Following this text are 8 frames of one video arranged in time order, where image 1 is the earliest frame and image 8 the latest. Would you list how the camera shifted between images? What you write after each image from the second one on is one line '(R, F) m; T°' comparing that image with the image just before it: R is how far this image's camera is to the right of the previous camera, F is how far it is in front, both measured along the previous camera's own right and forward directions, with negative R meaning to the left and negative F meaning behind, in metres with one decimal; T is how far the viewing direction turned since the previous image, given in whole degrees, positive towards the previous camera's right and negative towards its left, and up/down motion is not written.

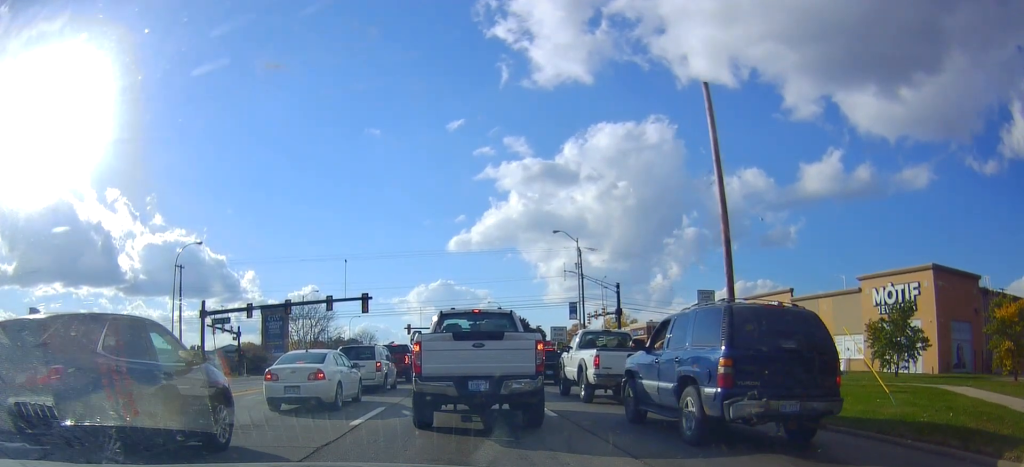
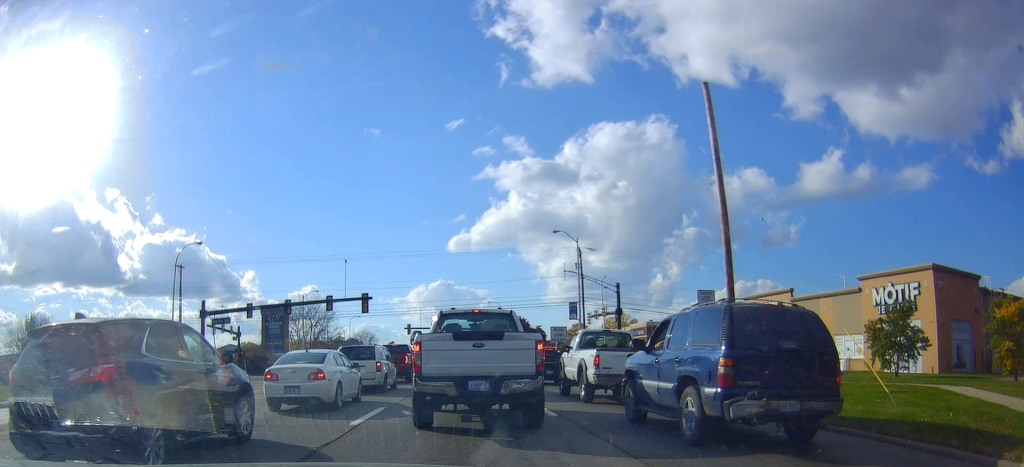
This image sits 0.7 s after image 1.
(0.0, 0.0) m; 0°
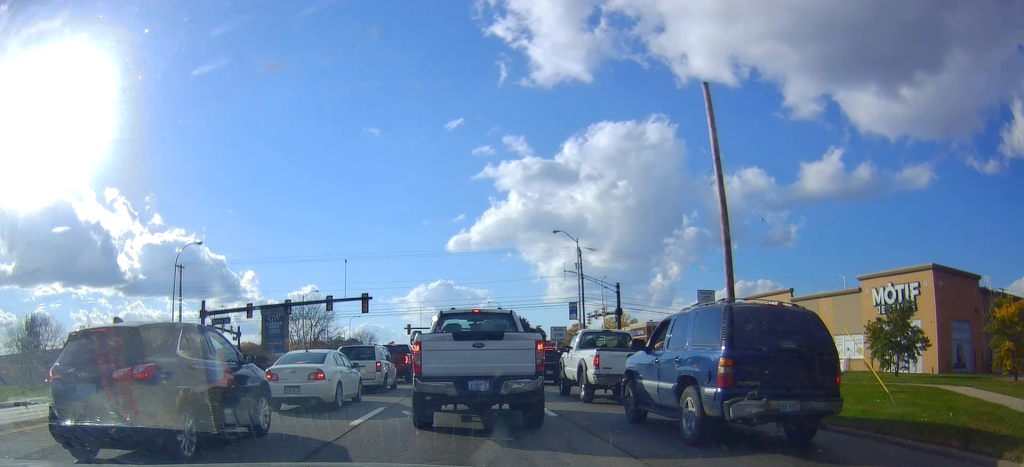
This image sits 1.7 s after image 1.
(0.0, 0.0) m; 0°
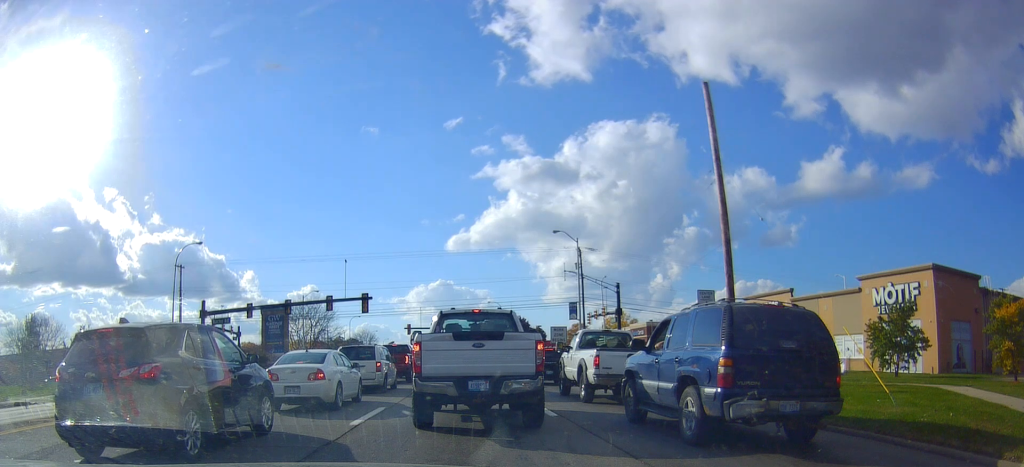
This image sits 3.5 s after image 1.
(0.0, 0.0) m; 0°
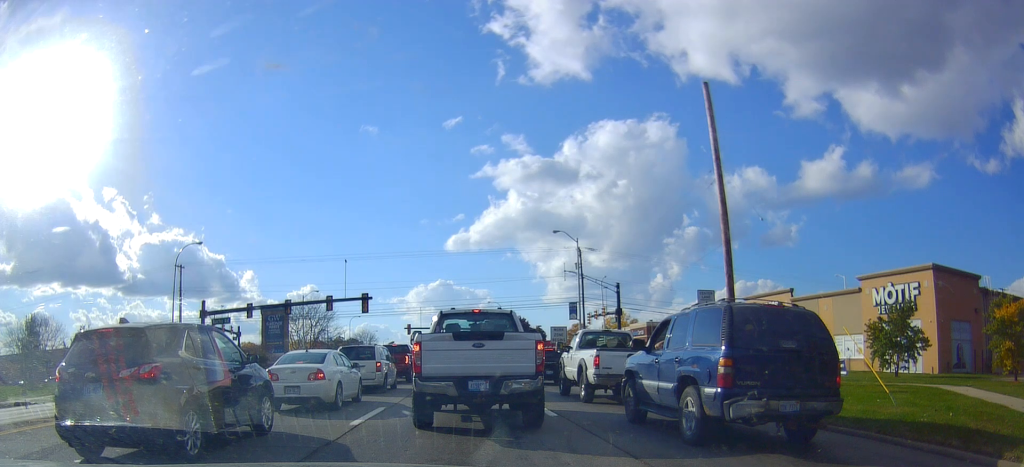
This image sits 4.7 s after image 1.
(0.0, 0.0) m; 0°
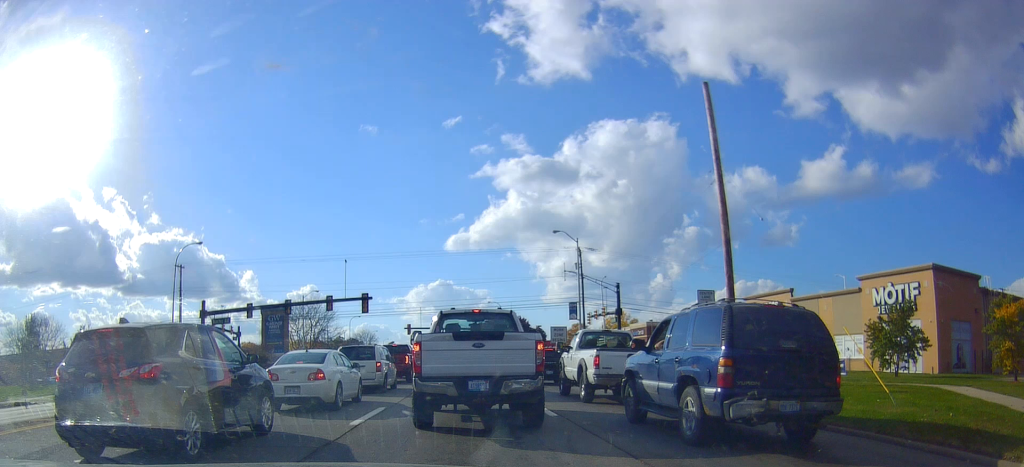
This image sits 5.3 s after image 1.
(0.0, 0.0) m; 0°
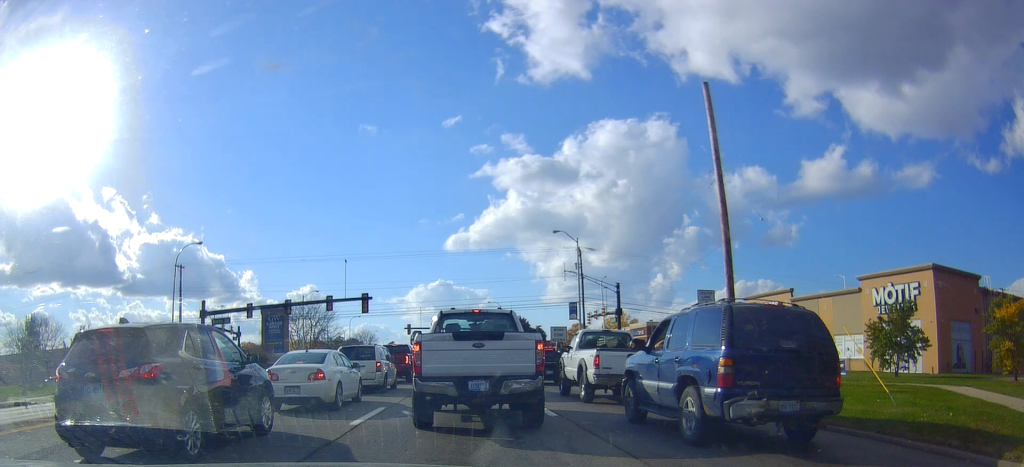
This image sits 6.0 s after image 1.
(0.0, 0.0) m; 0°
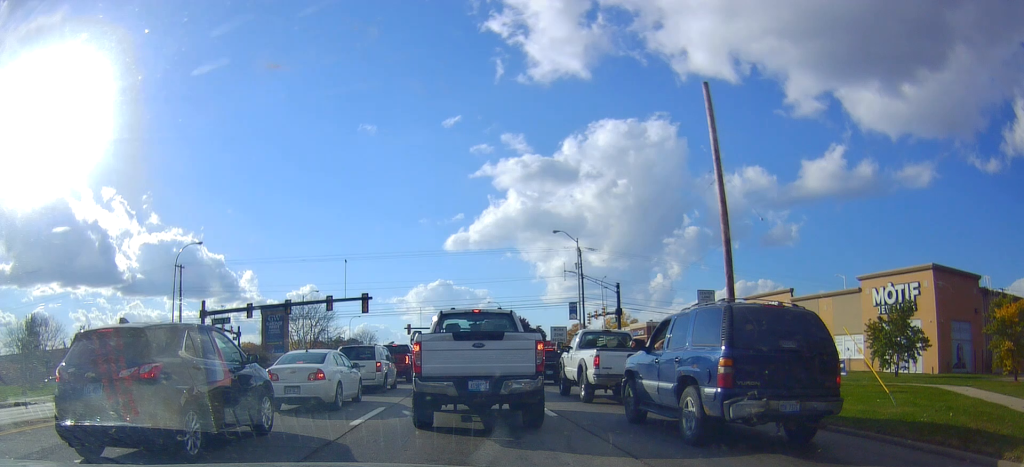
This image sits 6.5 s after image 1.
(0.0, 0.0) m; 0°
